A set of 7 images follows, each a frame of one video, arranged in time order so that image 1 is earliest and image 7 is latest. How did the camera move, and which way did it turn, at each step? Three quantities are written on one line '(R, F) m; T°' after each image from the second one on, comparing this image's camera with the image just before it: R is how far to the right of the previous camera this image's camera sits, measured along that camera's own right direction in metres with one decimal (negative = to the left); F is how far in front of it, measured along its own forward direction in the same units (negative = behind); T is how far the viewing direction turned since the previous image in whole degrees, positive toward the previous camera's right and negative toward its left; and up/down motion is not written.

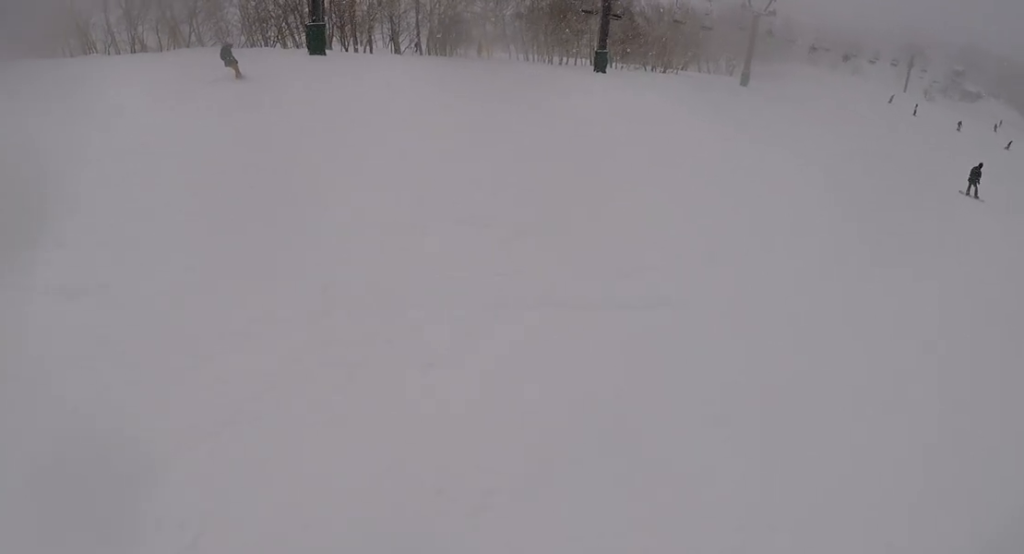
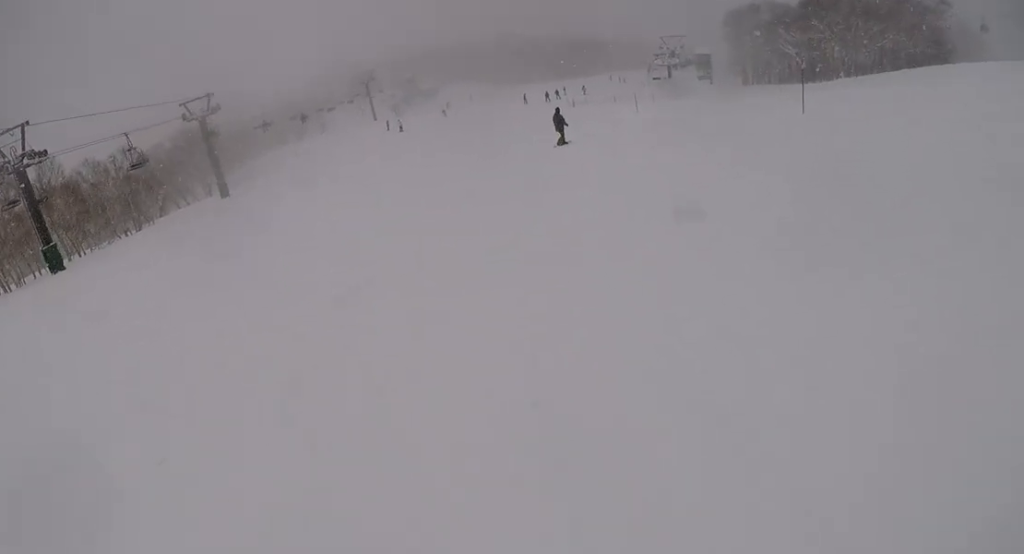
(+1.4, +9.8) m; +20°
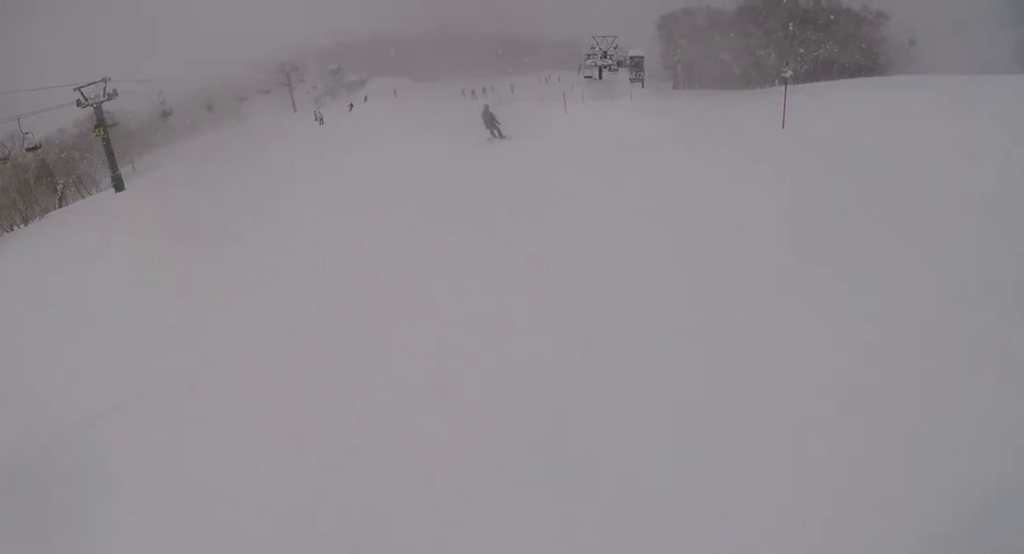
(+0.4, +4.6) m; +1°
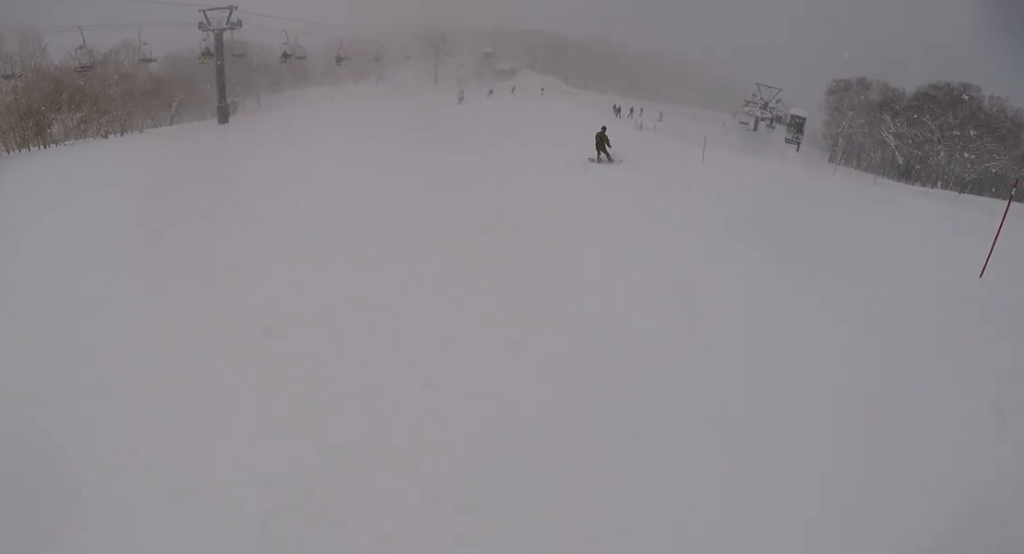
(+0.7, +4.4) m; -7°
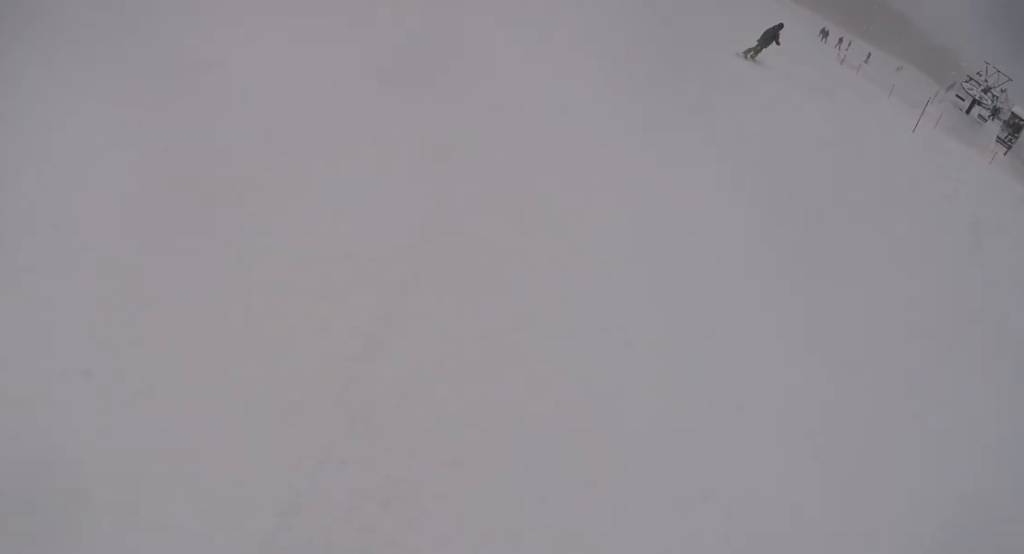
(-1.6, +6.5) m; -6°
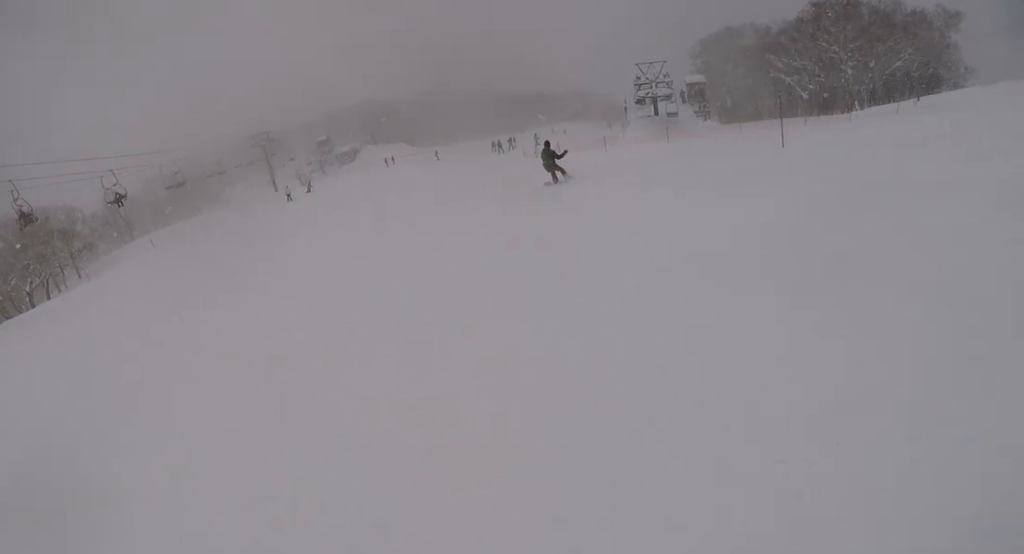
(+0.9, +11.4) m; +7°
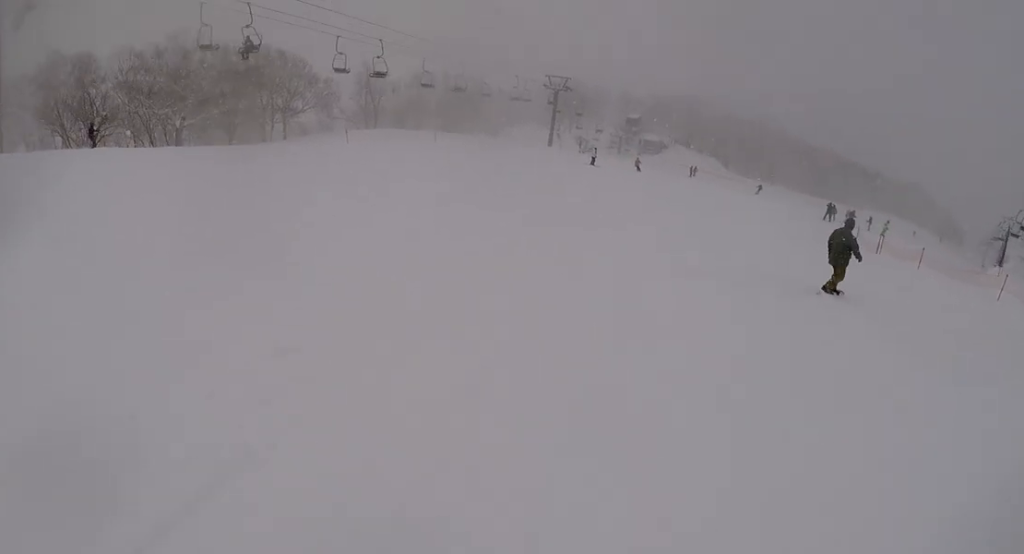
(-0.4, +17.7) m; +1°
